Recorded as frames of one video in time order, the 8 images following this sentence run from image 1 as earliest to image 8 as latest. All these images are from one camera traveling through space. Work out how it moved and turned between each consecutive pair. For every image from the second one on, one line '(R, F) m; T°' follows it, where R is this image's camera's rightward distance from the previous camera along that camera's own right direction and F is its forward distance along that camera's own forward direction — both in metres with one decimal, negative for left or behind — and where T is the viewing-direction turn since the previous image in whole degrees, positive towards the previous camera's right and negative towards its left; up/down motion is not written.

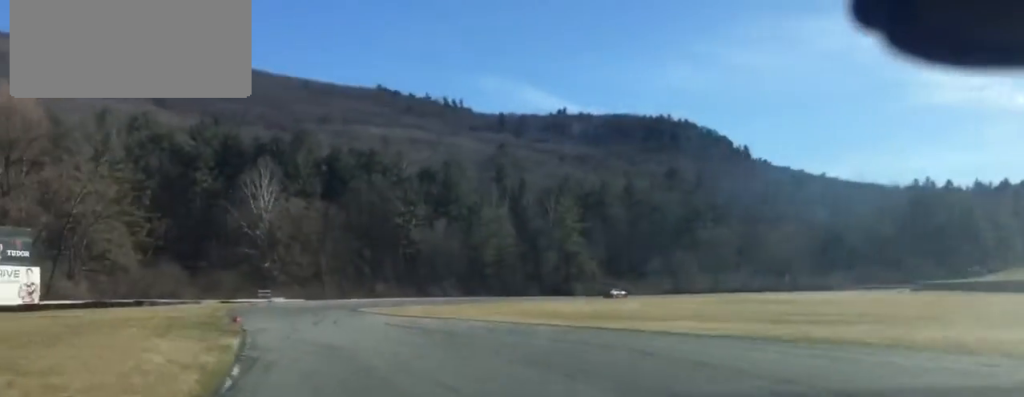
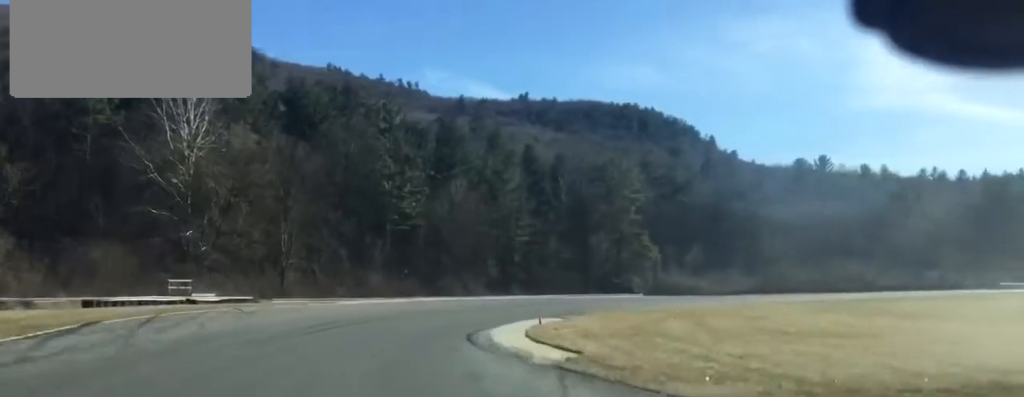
(-1.1, +54.7) m; +8°
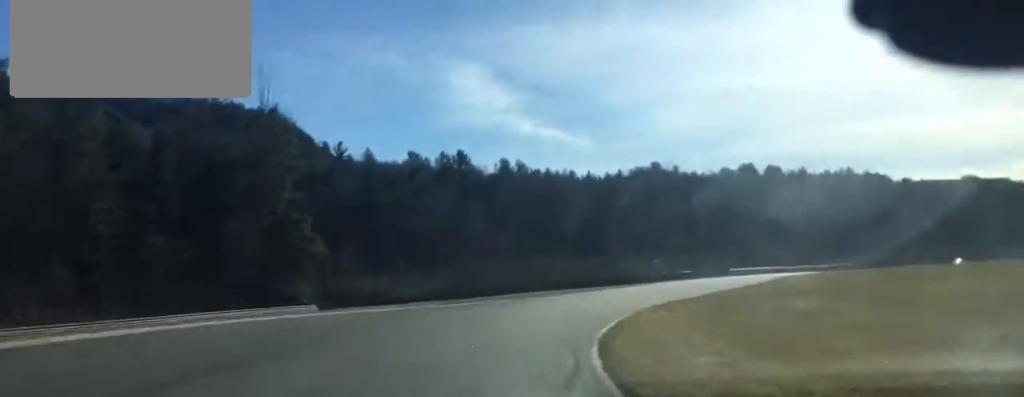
(+8.0, +39.2) m; +24°
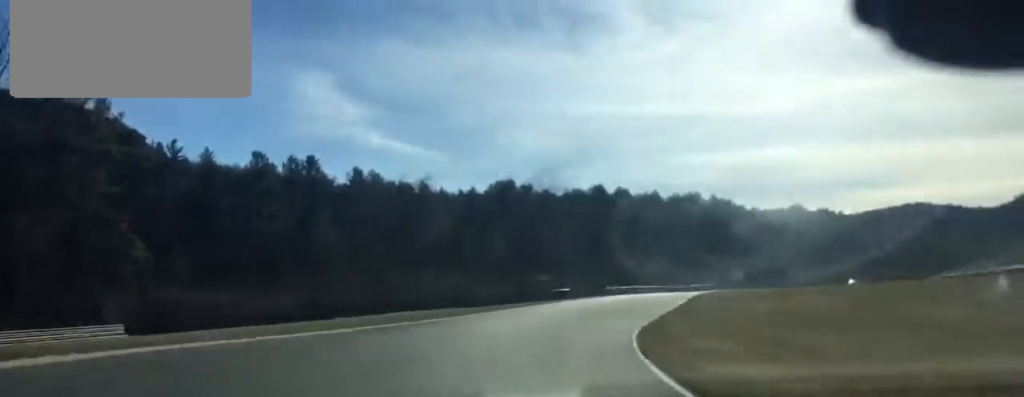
(+0.9, +11.9) m; +7°
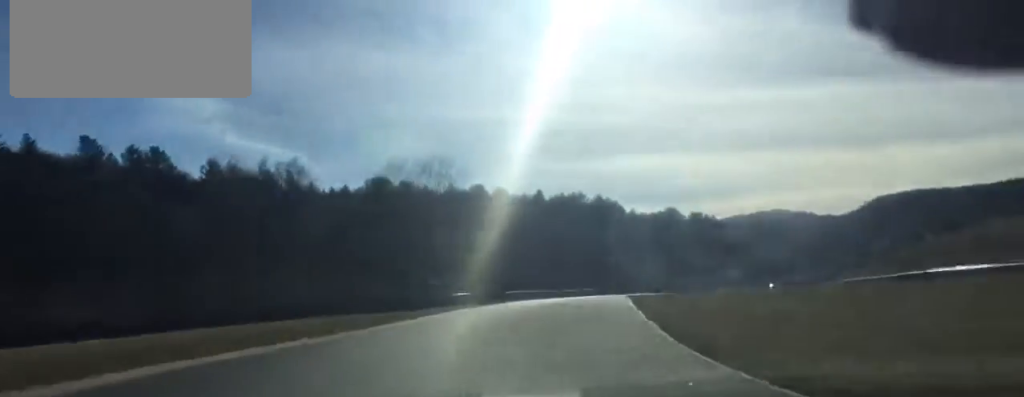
(+0.9, +12.8) m; +7°
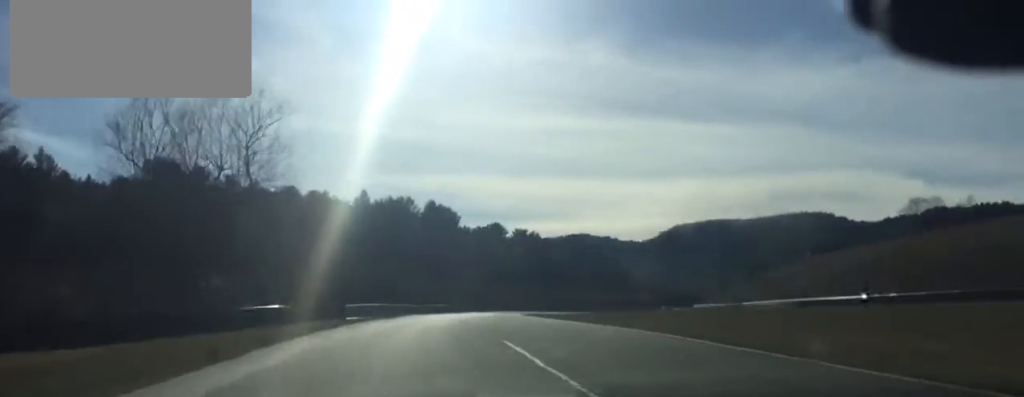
(+3.6, +29.1) m; +12°
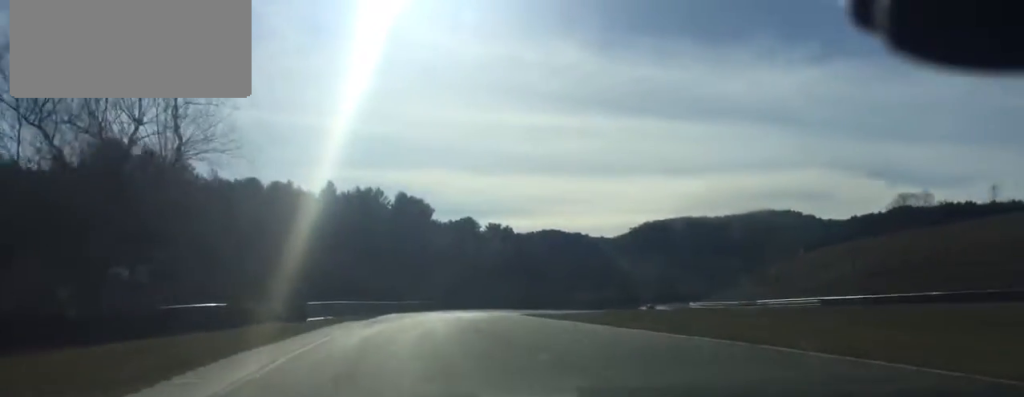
(+0.4, +11.3) m; +4°
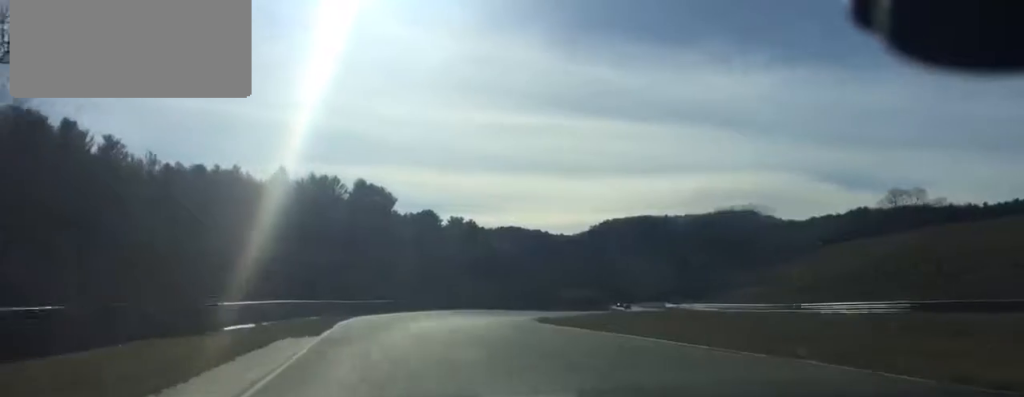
(+0.8, +16.5) m; +3°
